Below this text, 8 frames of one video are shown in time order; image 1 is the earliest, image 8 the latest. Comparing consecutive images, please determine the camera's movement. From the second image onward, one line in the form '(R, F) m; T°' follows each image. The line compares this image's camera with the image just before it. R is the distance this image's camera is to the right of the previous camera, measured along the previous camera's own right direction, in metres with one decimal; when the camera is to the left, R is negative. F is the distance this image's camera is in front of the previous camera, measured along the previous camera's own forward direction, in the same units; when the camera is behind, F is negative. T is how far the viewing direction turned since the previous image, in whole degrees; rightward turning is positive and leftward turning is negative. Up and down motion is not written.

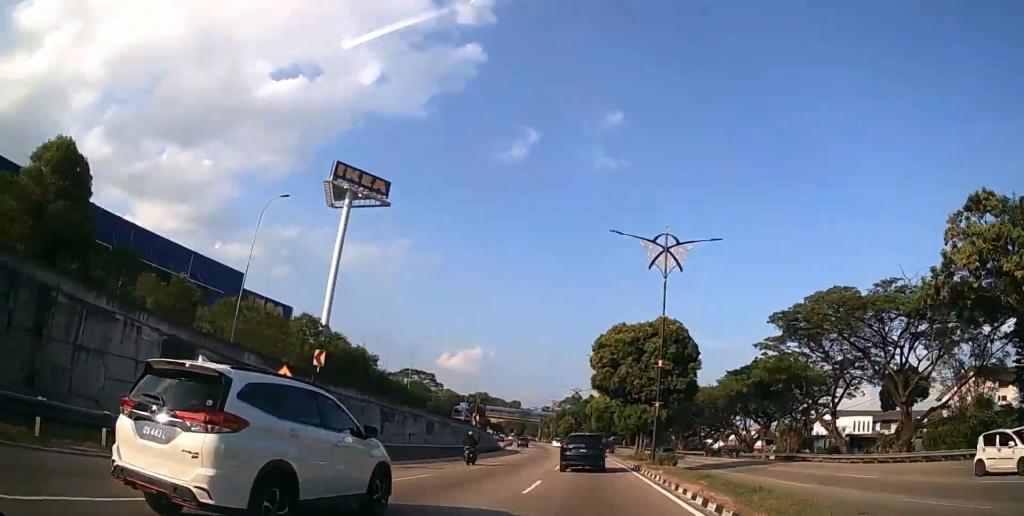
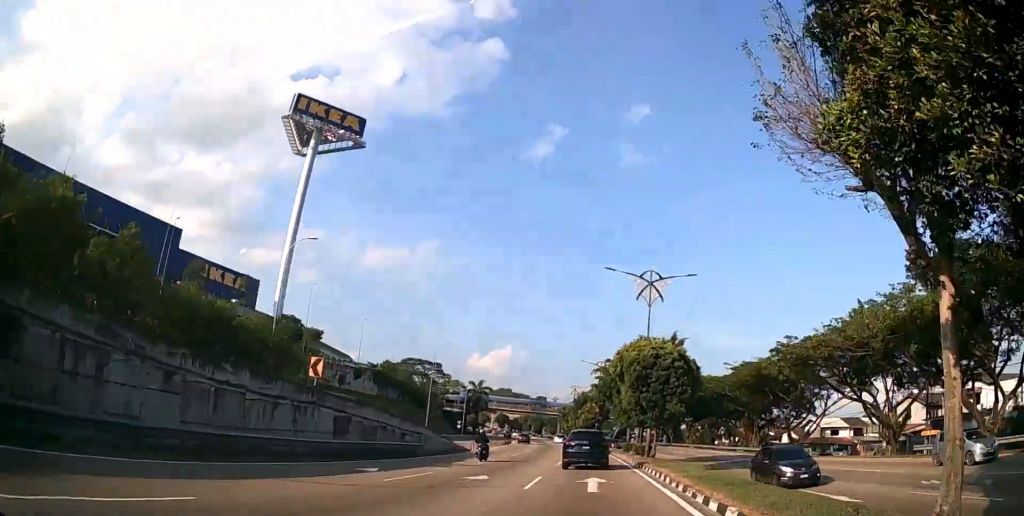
(-0.6, +36.0) m; -3°
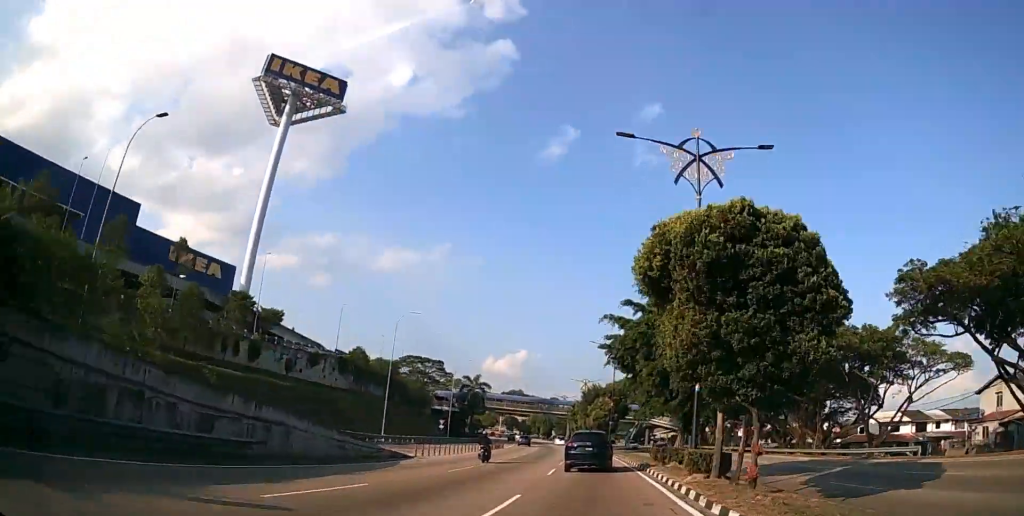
(-0.2, +17.3) m; -2°
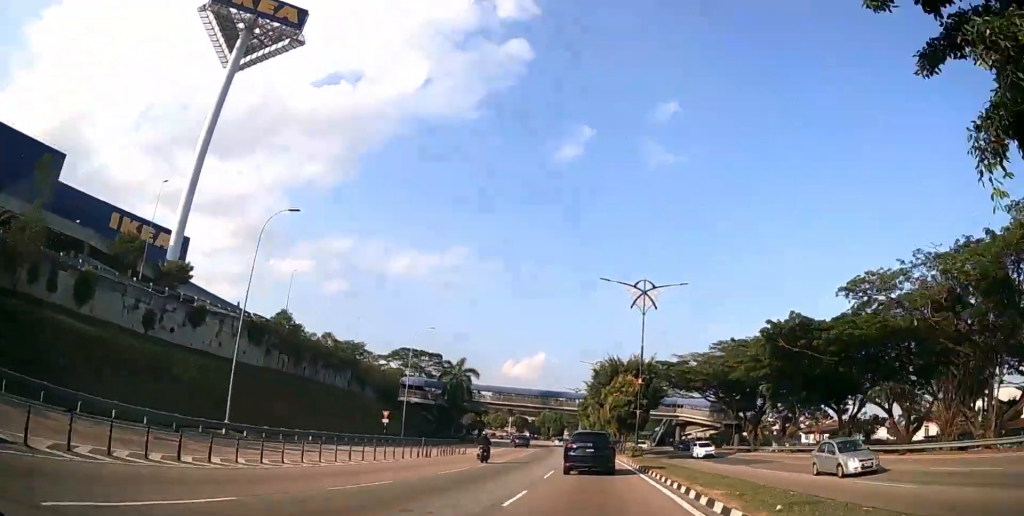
(-0.5, +25.0) m; -2°
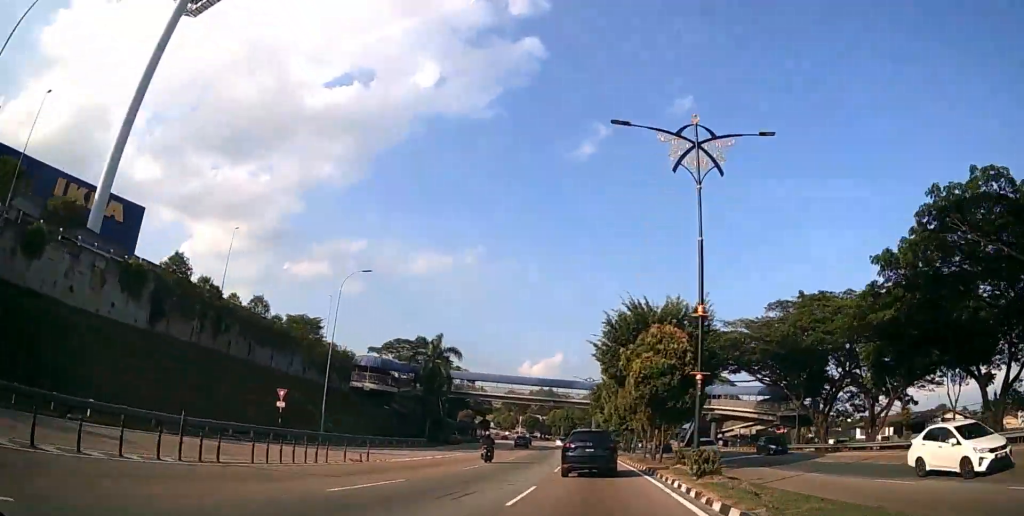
(-0.2, +20.9) m; -2°
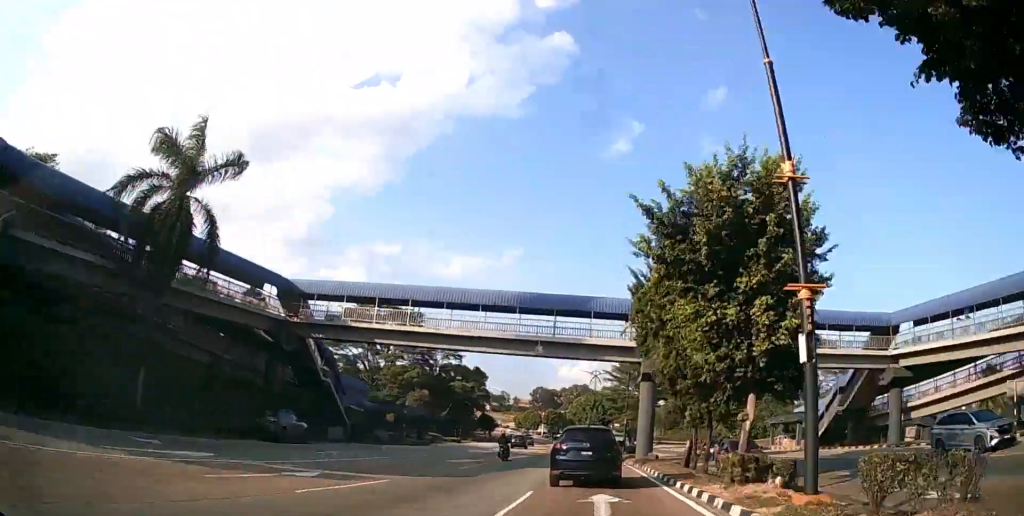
(-1.7, +49.6) m; -3°
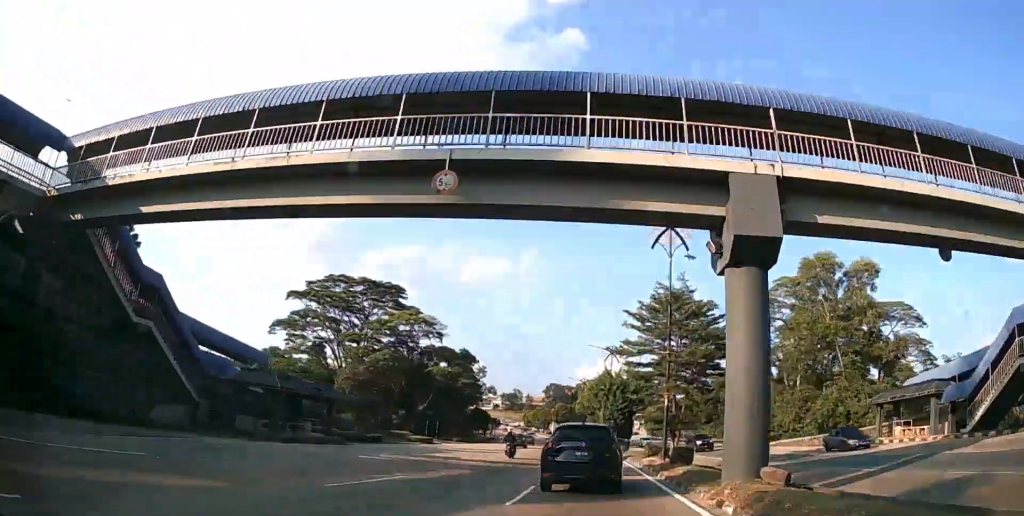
(-0.5, +23.6) m; -2°
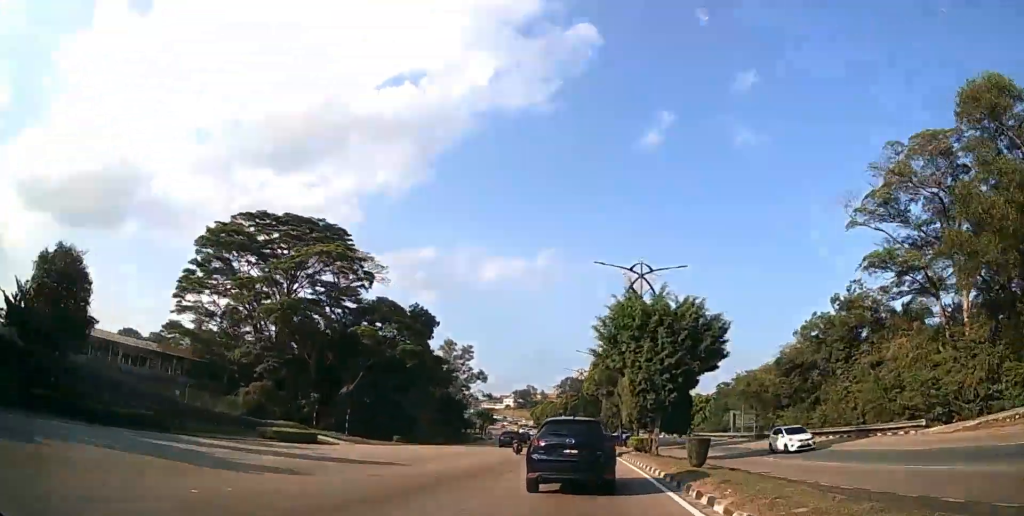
(-0.8, +32.6) m; -3°
